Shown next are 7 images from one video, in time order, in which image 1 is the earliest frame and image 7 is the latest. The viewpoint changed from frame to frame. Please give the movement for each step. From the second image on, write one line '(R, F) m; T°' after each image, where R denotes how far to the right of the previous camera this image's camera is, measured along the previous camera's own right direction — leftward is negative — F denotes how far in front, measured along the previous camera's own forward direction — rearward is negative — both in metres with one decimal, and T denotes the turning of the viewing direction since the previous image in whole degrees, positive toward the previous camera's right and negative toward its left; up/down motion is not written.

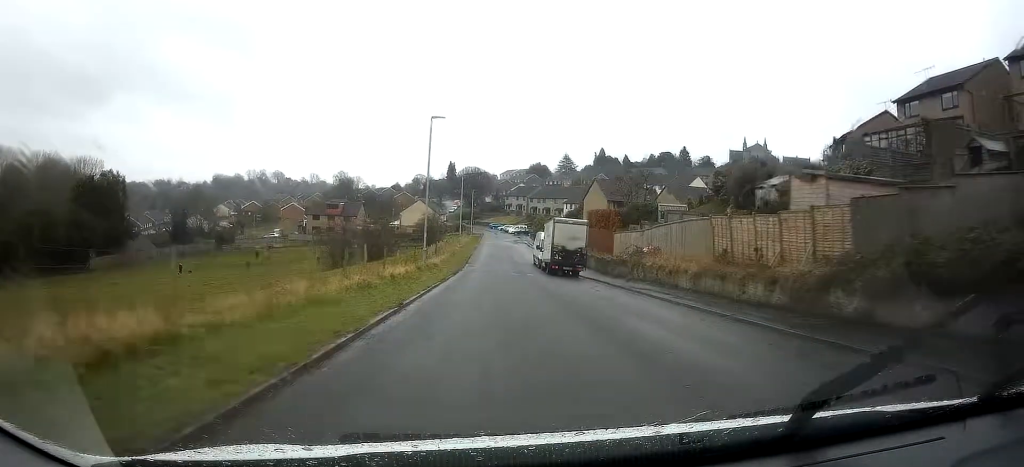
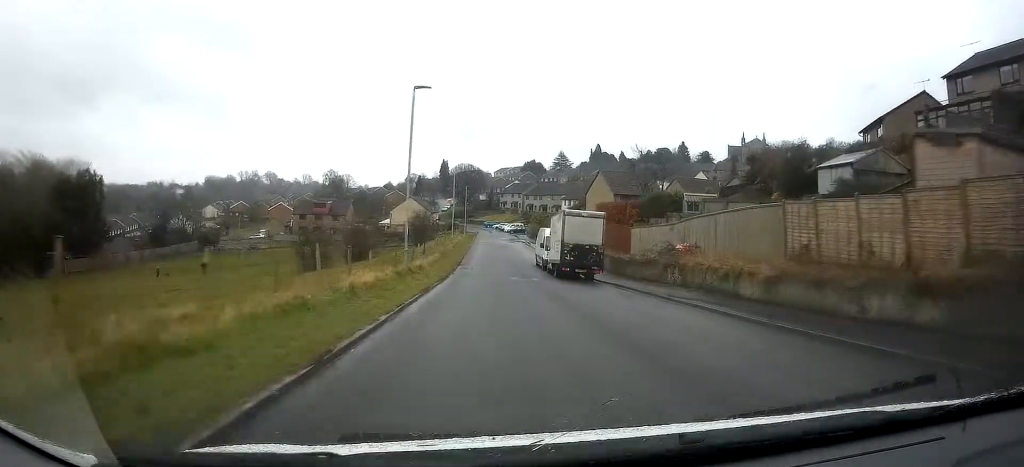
(0.0, +6.0) m; 0°
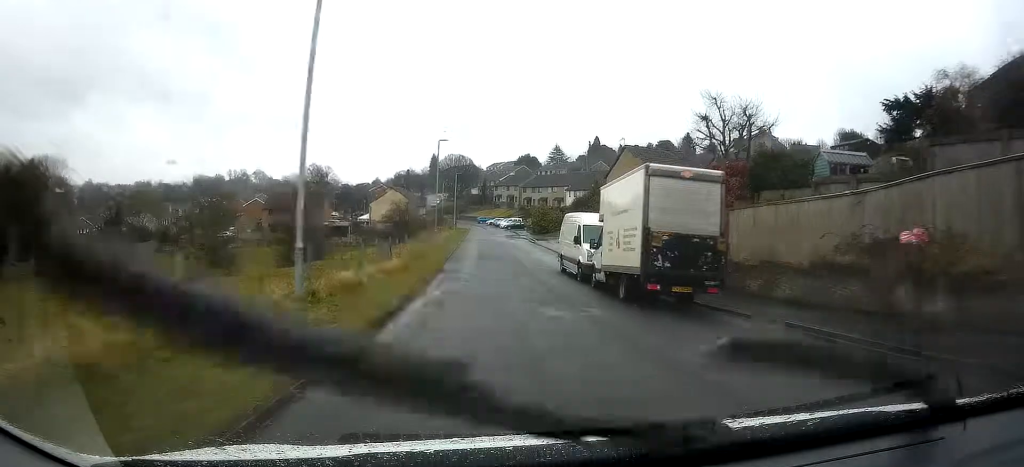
(0.0, +14.8) m; 0°
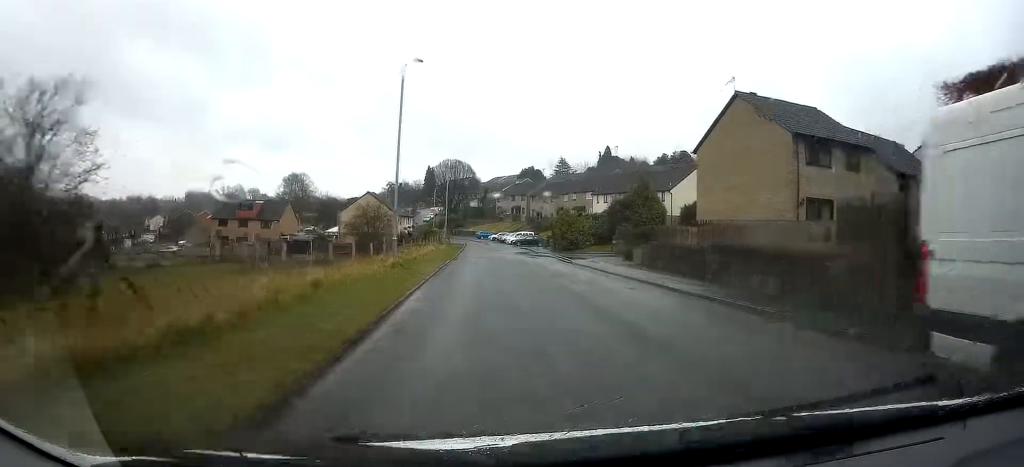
(+0.5, +23.0) m; +1°
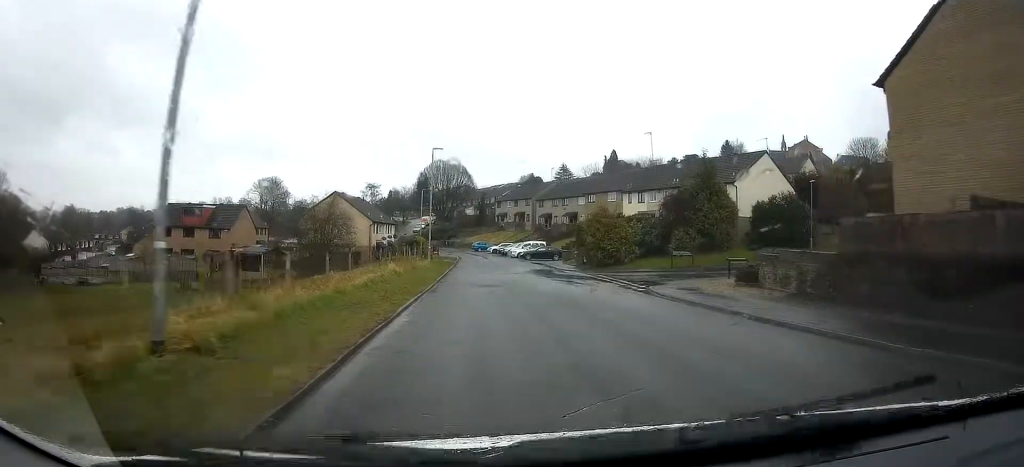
(-0.5, +17.4) m; -1°
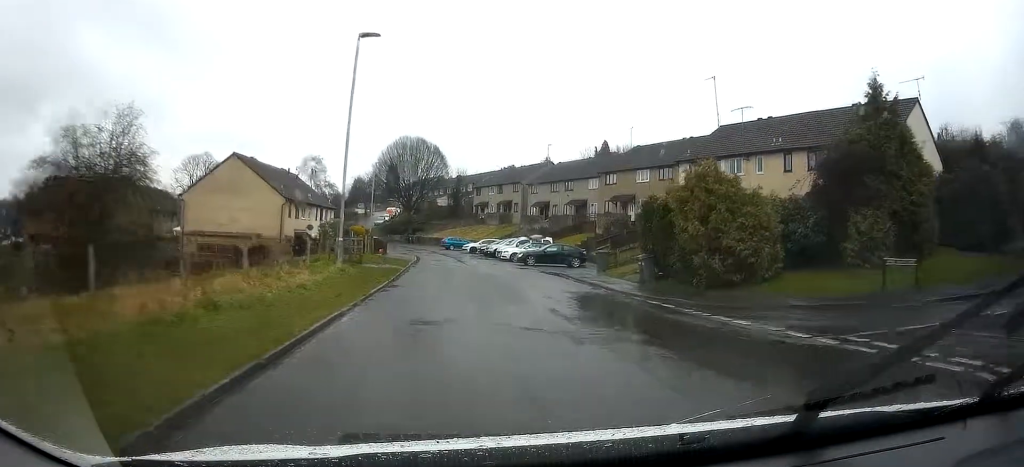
(+0.2, +23.0) m; +1°
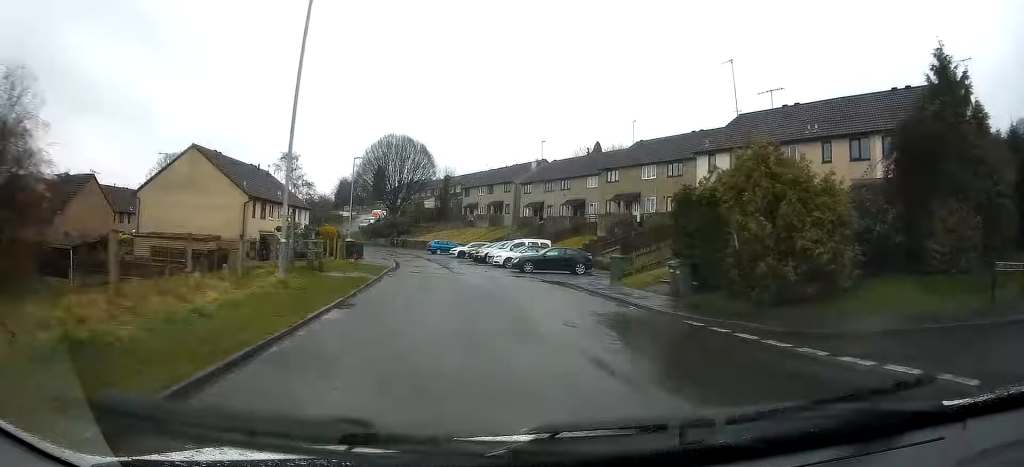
(0.0, +5.1) m; +1°
